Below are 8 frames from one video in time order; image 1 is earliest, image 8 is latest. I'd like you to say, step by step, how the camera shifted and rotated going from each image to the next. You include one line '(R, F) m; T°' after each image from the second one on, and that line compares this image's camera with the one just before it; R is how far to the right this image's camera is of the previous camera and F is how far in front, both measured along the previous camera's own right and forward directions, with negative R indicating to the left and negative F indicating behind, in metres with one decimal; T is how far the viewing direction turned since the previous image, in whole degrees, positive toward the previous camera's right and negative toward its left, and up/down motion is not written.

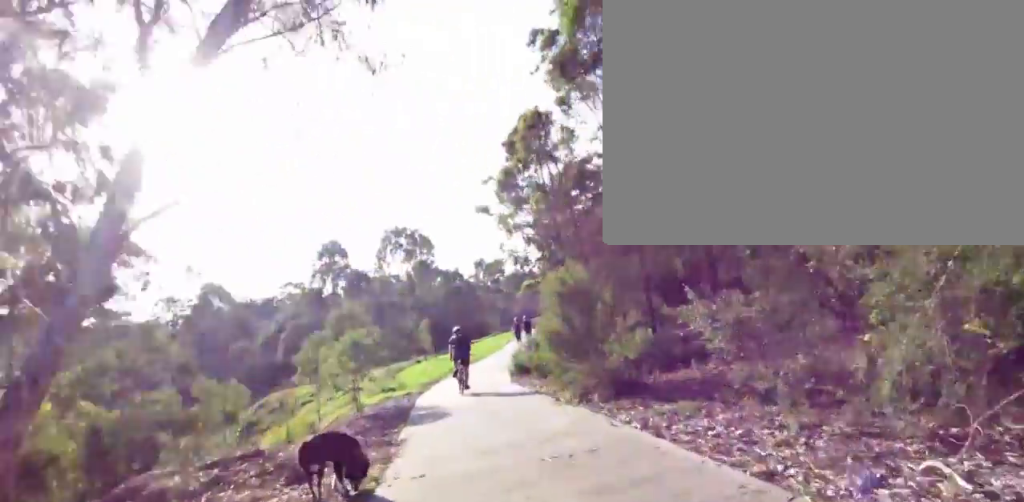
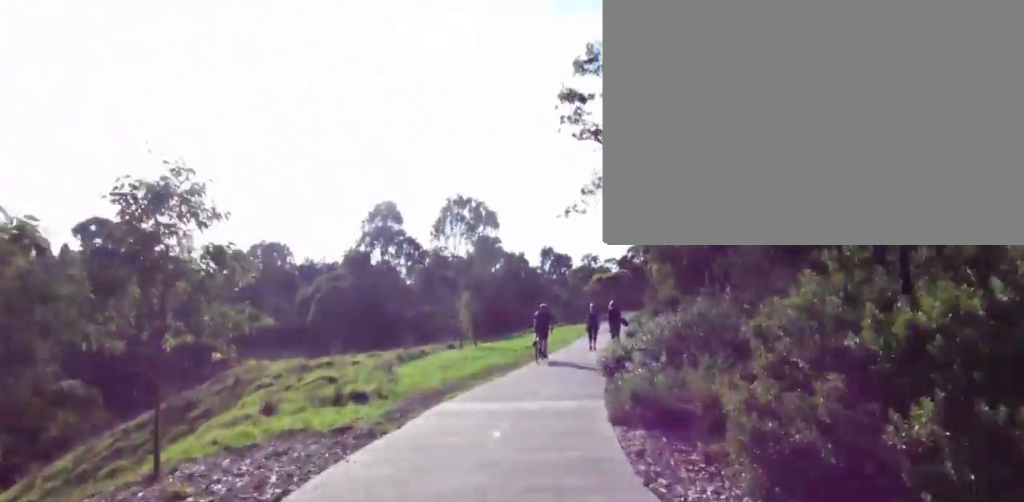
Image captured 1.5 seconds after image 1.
(-0.5, +11.9) m; -2°
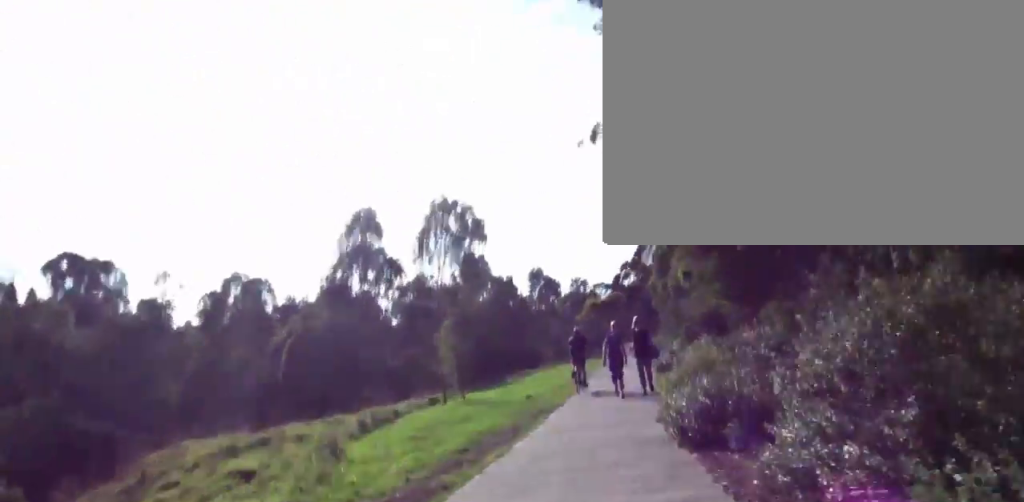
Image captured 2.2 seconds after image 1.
(0.0, +5.3) m; +6°
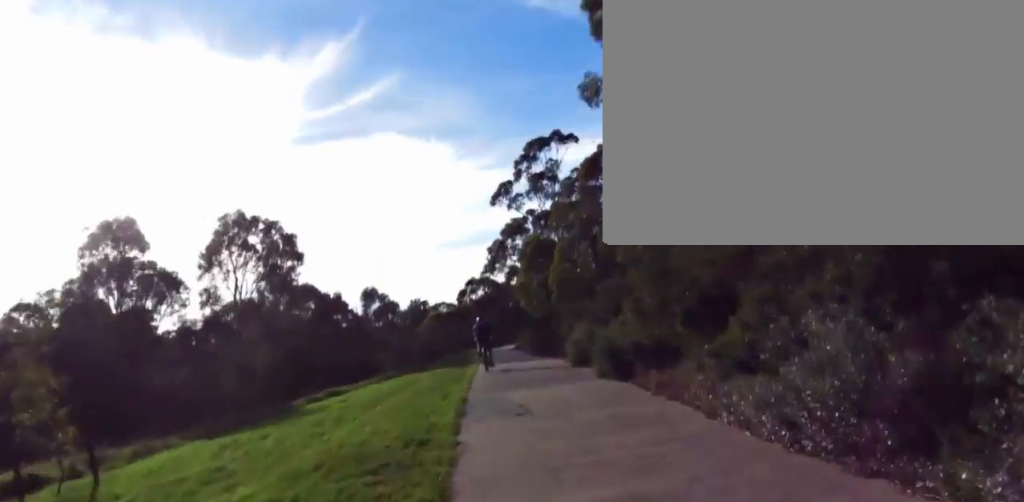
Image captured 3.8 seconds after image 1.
(+2.0, +14.6) m; +13°
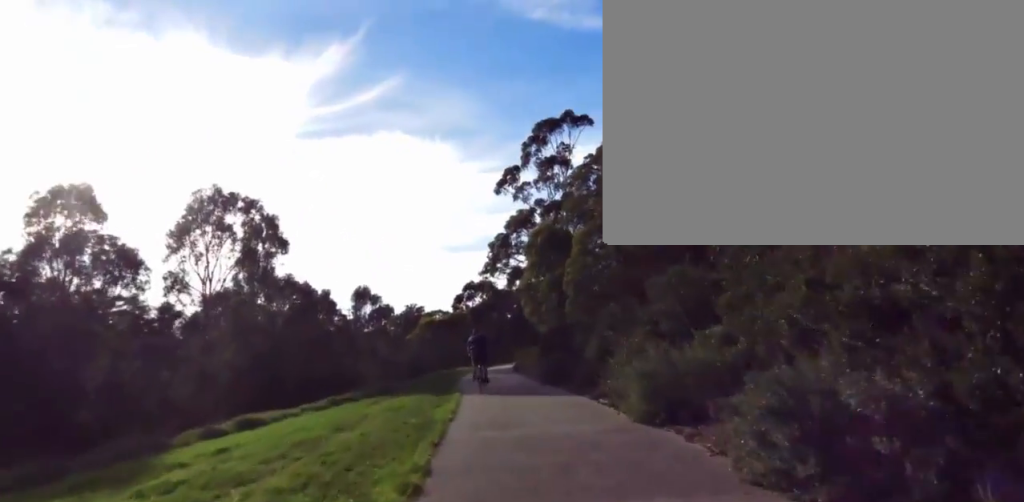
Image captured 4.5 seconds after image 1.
(-0.2, +6.4) m; +4°
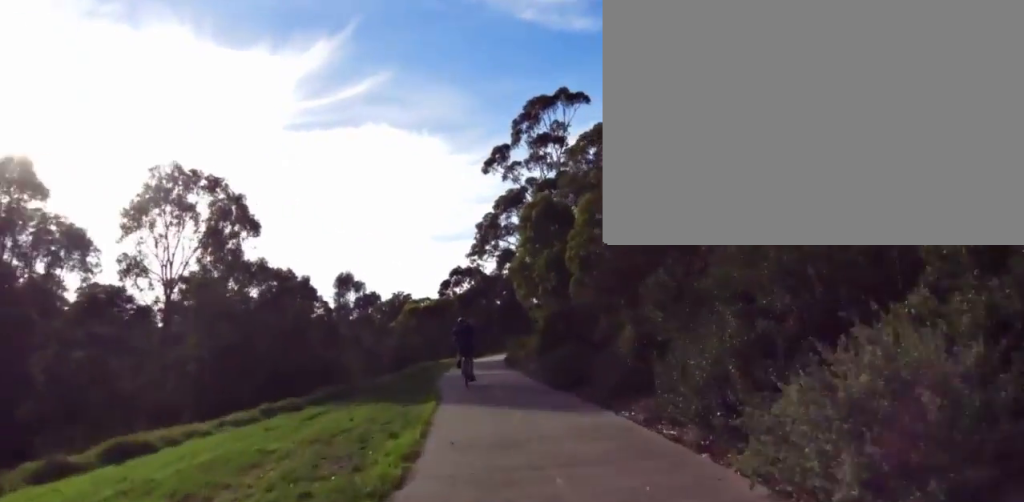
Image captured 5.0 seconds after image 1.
(+0.4, +4.4) m; 0°
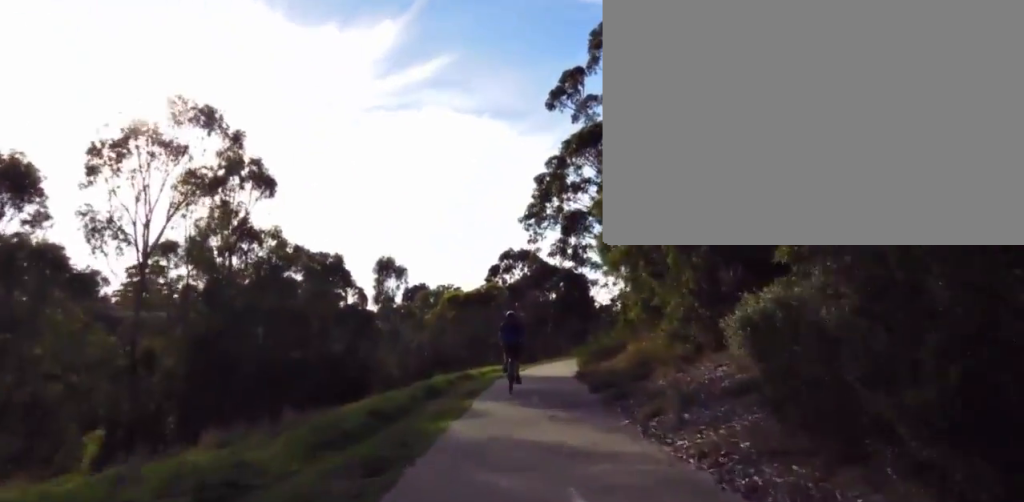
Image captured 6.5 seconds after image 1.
(-0.3, +12.7) m; -7°
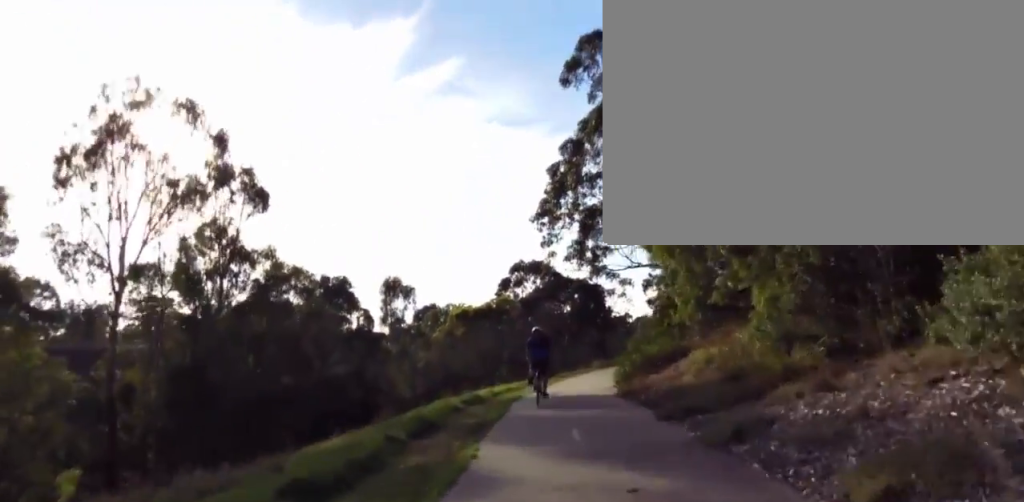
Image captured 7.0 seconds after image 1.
(-0.2, +3.9) m; 0°
